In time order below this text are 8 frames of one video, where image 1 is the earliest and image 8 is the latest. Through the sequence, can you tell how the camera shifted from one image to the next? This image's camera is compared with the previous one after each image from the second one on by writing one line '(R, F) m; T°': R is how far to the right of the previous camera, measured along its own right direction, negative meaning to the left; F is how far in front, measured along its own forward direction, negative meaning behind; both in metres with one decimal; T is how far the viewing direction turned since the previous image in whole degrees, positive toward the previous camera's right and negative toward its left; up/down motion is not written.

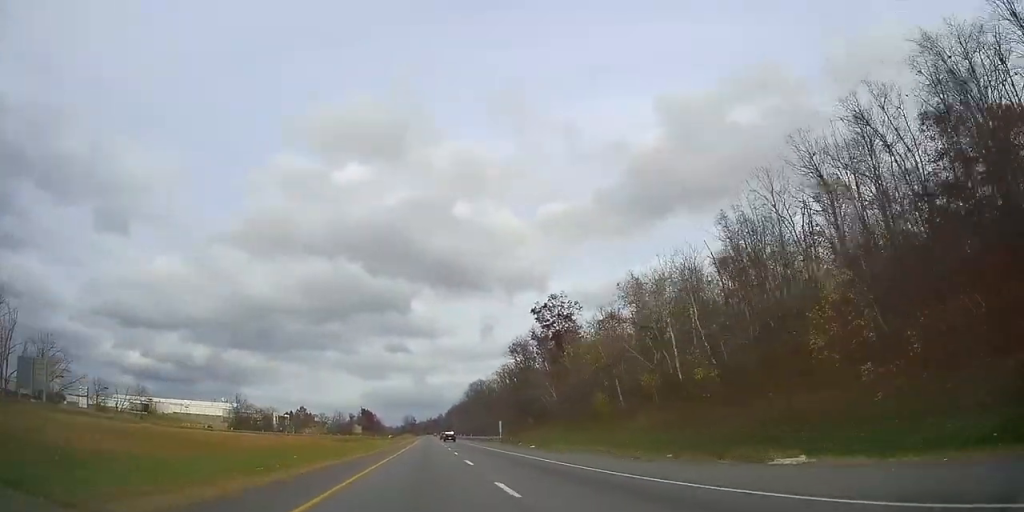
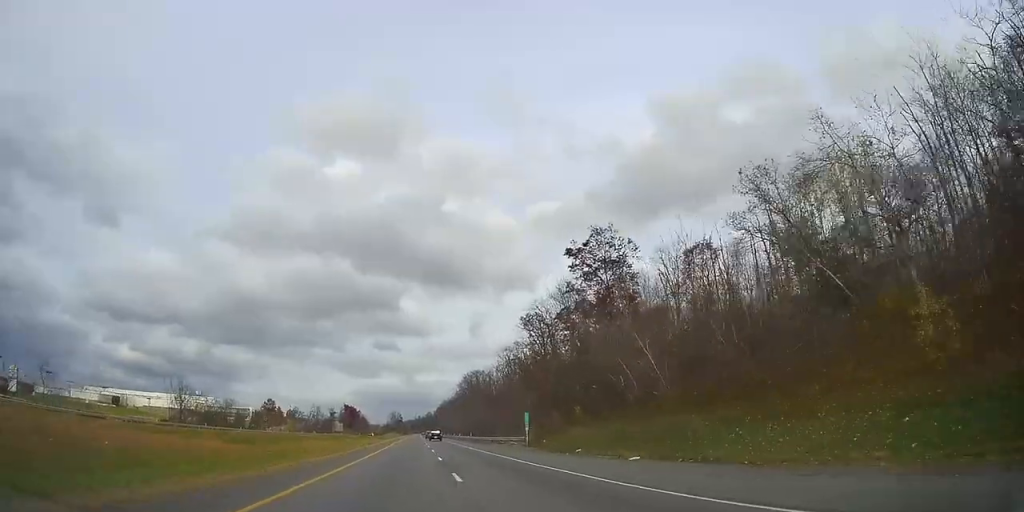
(+0.5, +32.7) m; +1°
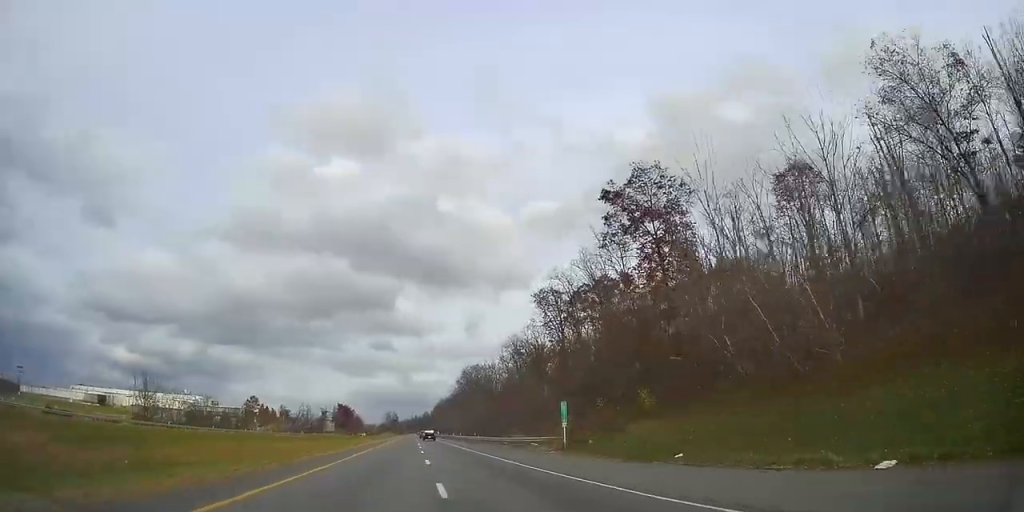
(0.0, +16.5) m; 0°
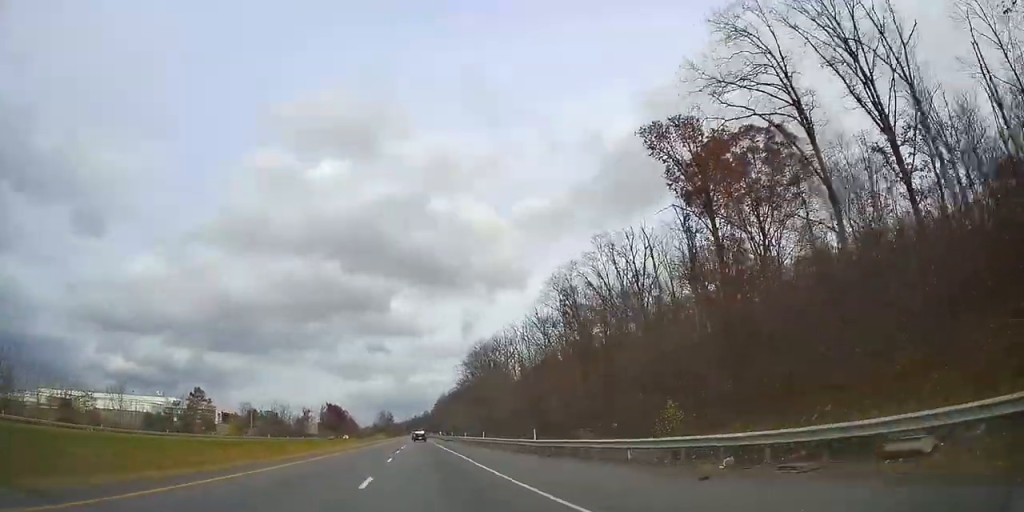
(0.0, +47.1) m; +1°
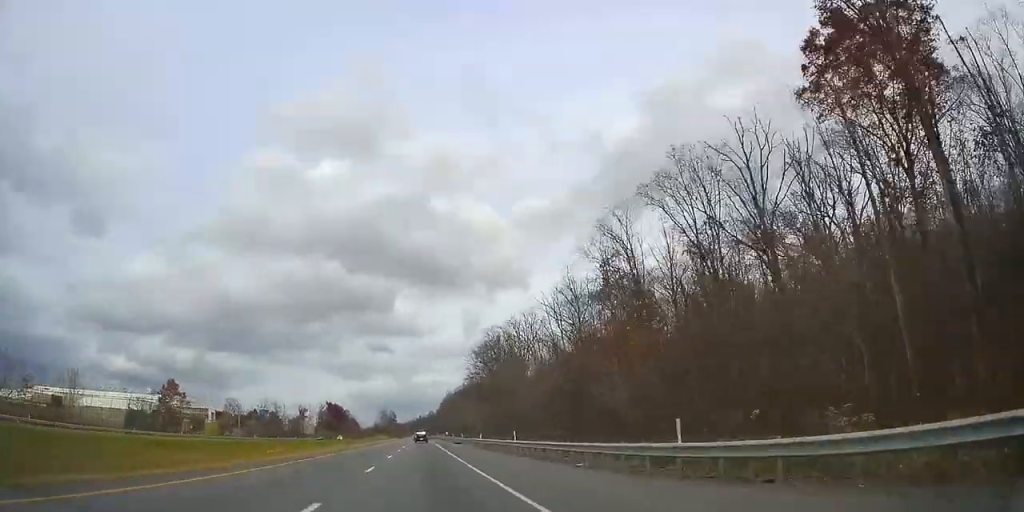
(+0.2, +18.4) m; 0°
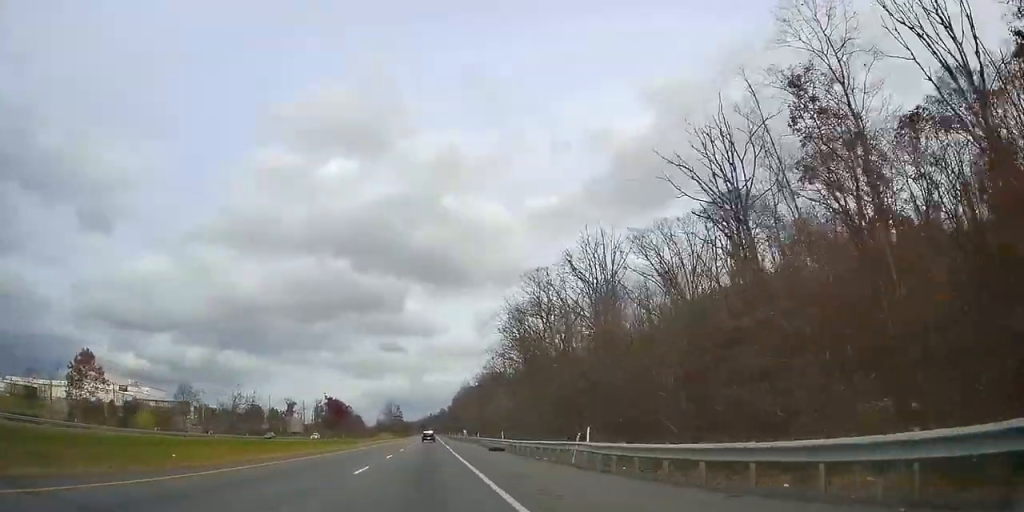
(-0.2, +38.2) m; -1°
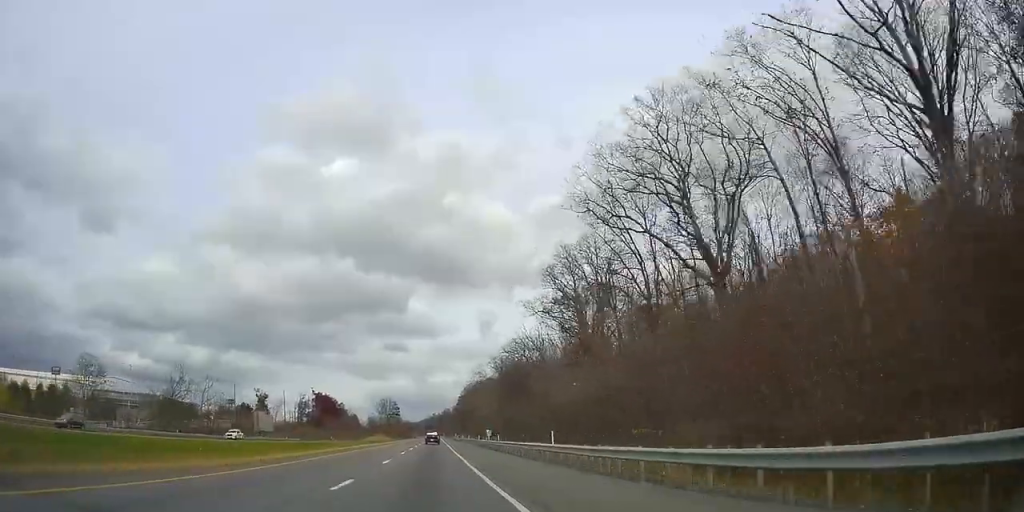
(-0.2, +40.4) m; 0°
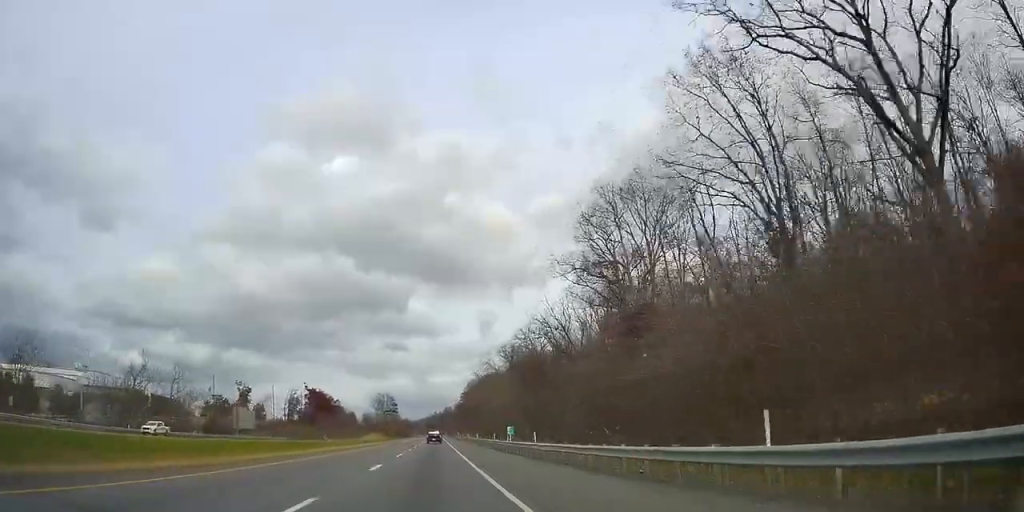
(0.0, +17.4) m; 0°
